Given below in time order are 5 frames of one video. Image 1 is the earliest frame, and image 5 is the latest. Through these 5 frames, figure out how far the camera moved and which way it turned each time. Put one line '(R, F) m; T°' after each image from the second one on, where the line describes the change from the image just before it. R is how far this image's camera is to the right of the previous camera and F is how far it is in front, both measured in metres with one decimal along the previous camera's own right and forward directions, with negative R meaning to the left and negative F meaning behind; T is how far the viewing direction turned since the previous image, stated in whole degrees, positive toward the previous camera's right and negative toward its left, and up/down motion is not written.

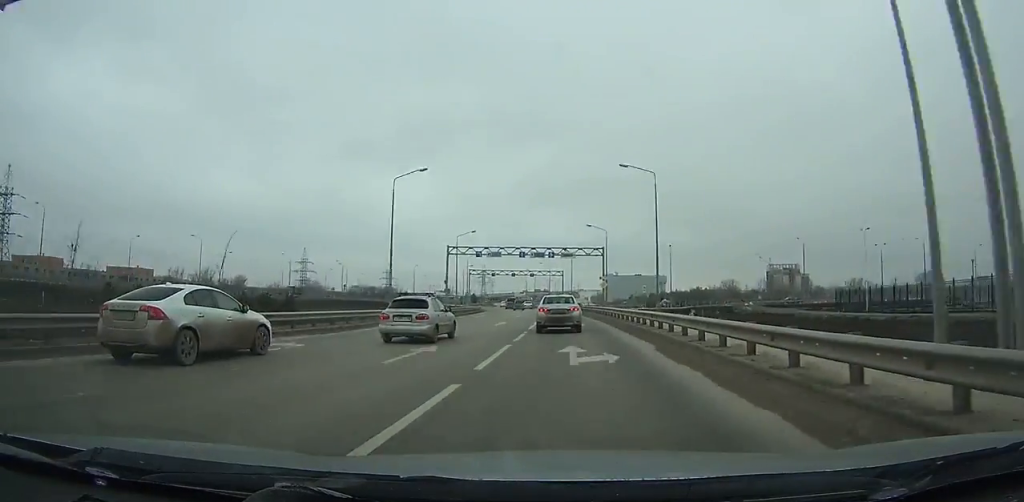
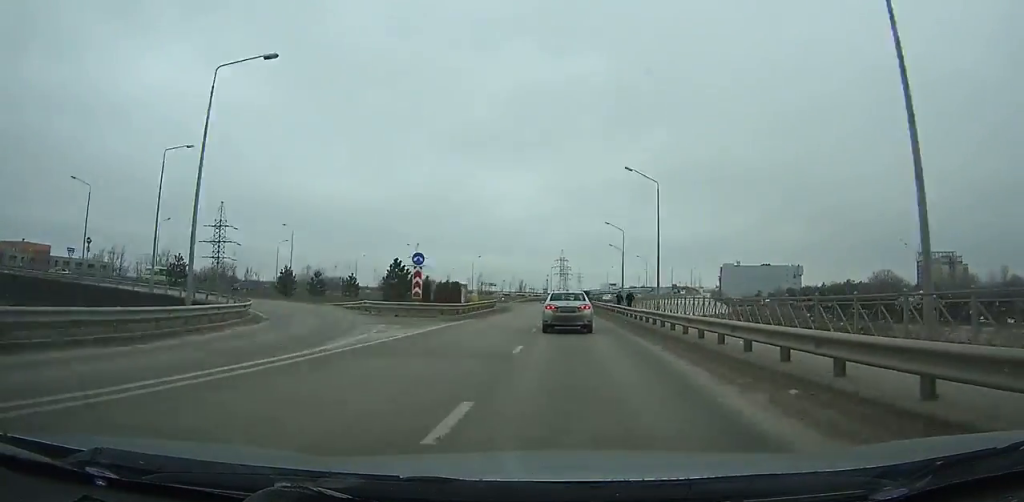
(-9.5, +123.6) m; -7°
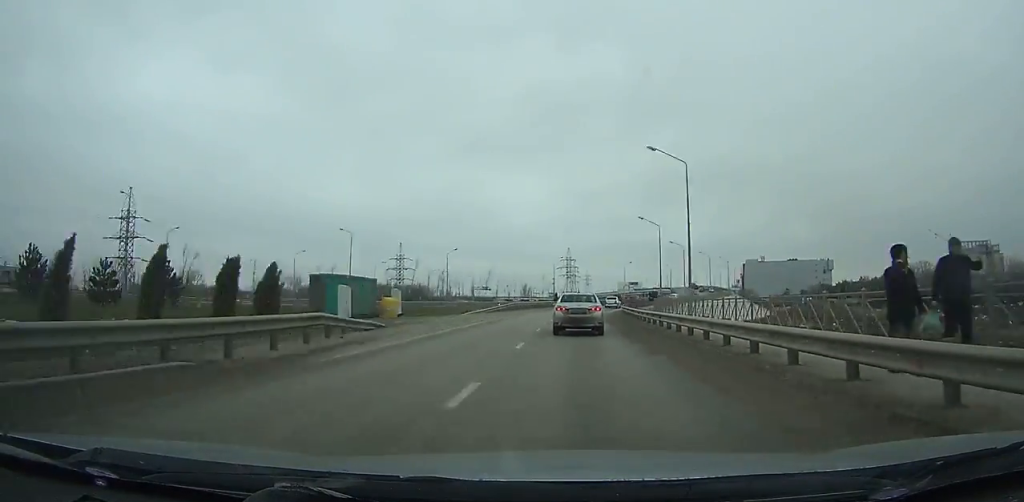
(-0.4, +37.1) m; +3°
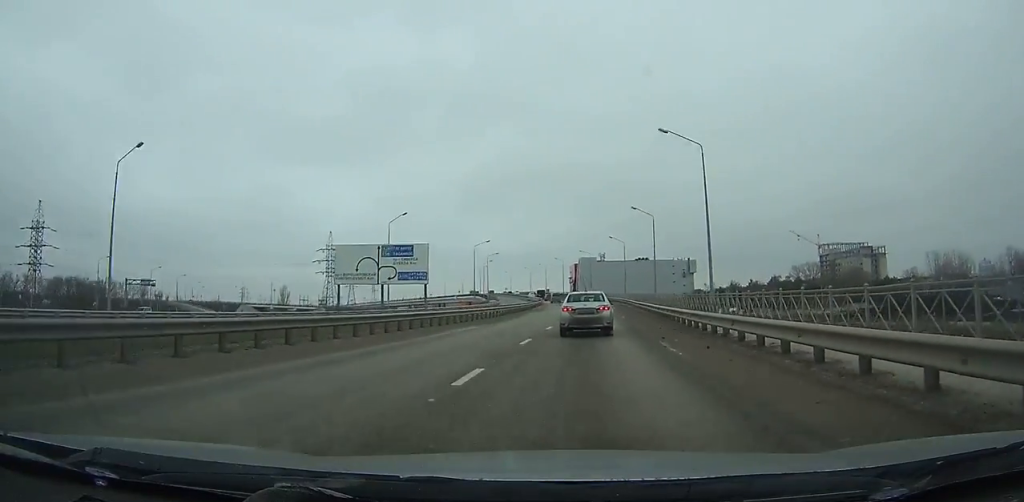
(+13.9, +98.1) m; +14°
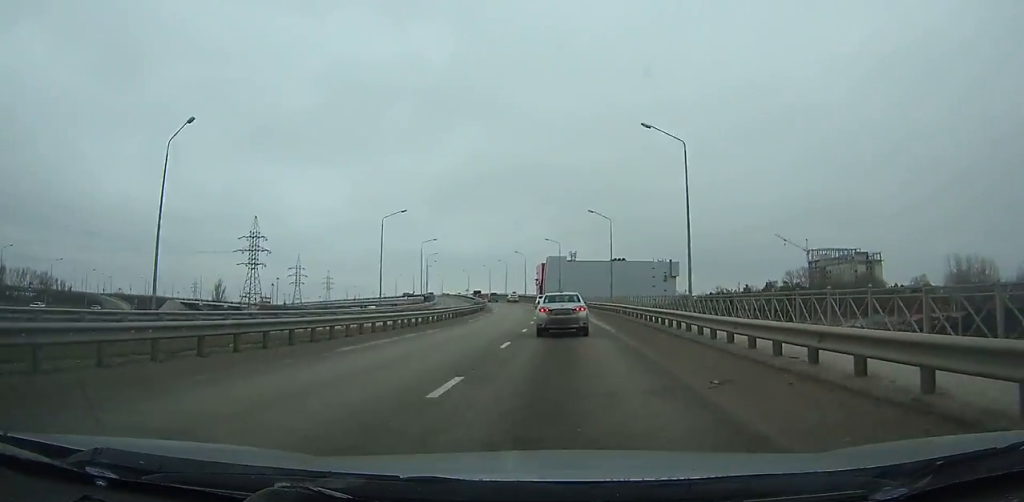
(+1.2, +32.9) m; +1°
